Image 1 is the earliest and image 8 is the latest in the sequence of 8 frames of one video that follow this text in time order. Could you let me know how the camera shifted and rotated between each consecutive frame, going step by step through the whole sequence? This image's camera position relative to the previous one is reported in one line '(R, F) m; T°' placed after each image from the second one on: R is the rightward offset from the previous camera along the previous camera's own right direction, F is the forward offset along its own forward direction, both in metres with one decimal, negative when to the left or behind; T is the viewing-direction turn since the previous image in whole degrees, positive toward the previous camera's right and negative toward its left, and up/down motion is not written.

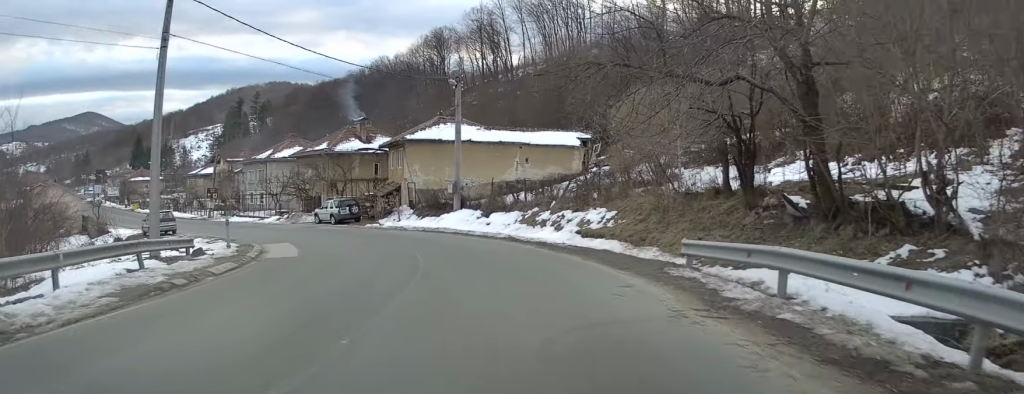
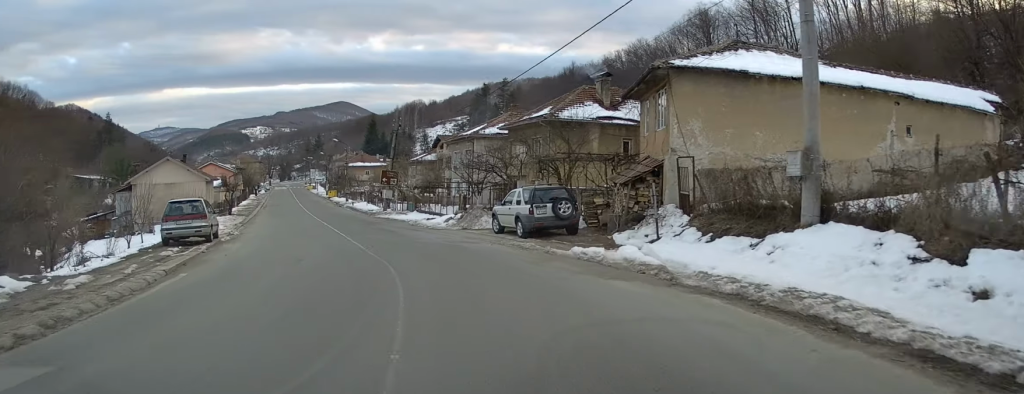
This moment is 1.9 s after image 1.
(-3.0, +22.9) m; -20°
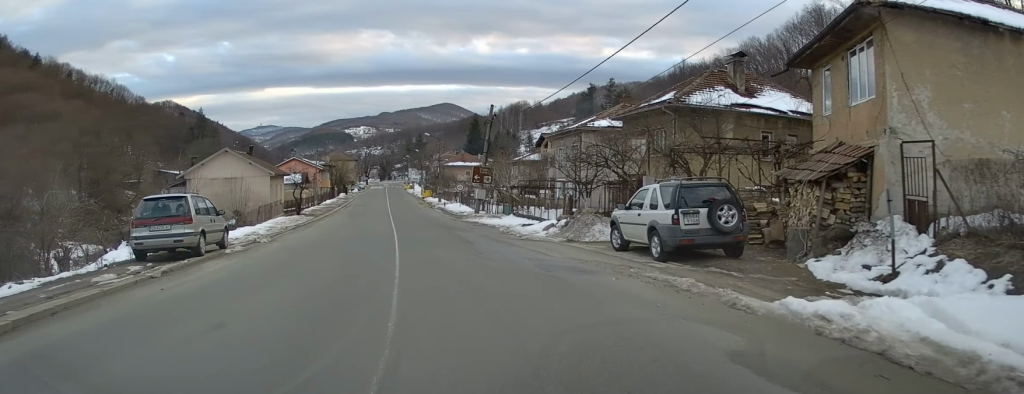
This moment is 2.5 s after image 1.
(-0.4, +7.8) m; -8°
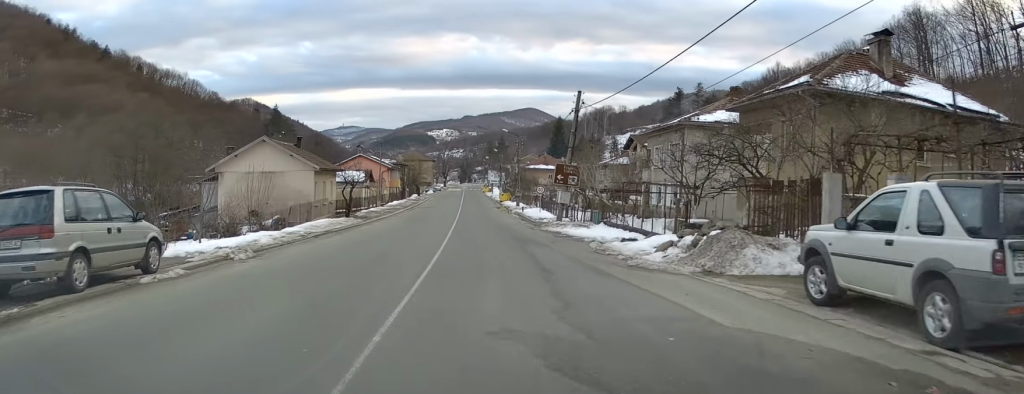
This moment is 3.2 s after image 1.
(-0.7, +8.2) m; -5°
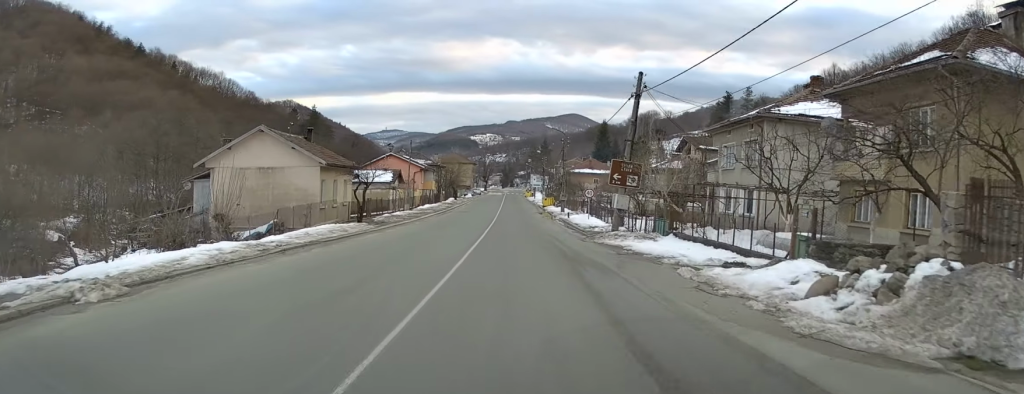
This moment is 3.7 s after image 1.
(-0.3, +7.4) m; -4°
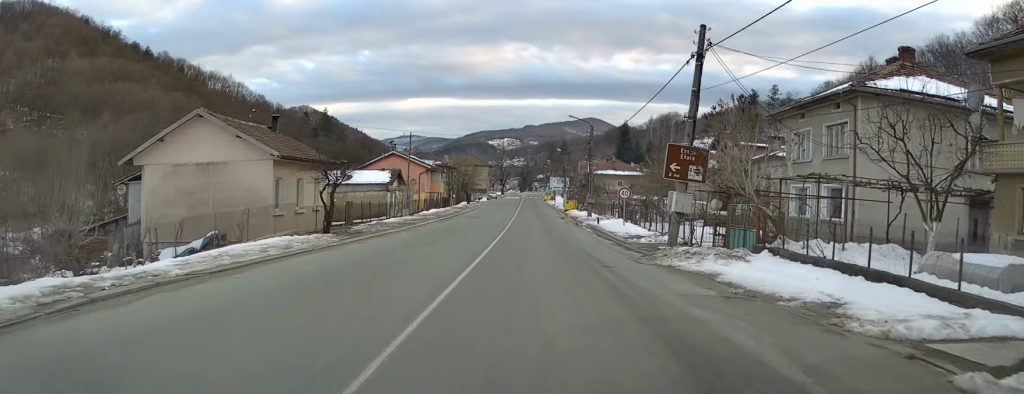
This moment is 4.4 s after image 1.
(-0.4, +9.4) m; -3°
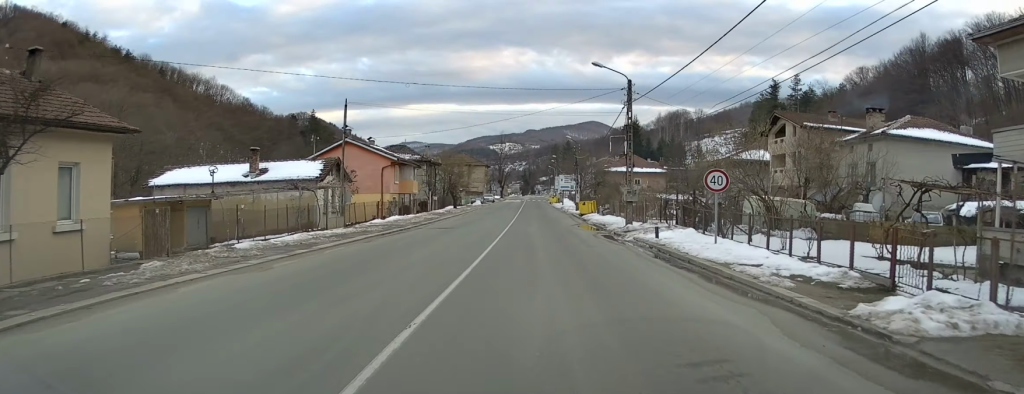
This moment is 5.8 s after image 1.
(-0.3, +18.6) m; -1°
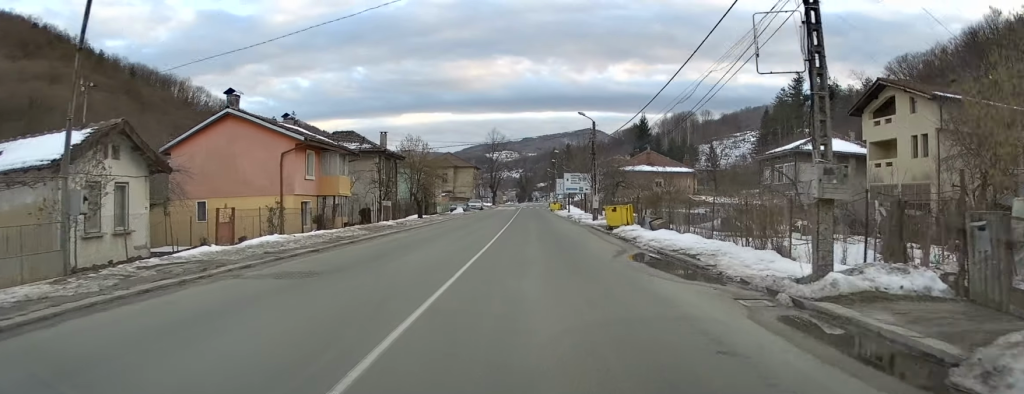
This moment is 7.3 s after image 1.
(+0.1, +20.3) m; +1°
